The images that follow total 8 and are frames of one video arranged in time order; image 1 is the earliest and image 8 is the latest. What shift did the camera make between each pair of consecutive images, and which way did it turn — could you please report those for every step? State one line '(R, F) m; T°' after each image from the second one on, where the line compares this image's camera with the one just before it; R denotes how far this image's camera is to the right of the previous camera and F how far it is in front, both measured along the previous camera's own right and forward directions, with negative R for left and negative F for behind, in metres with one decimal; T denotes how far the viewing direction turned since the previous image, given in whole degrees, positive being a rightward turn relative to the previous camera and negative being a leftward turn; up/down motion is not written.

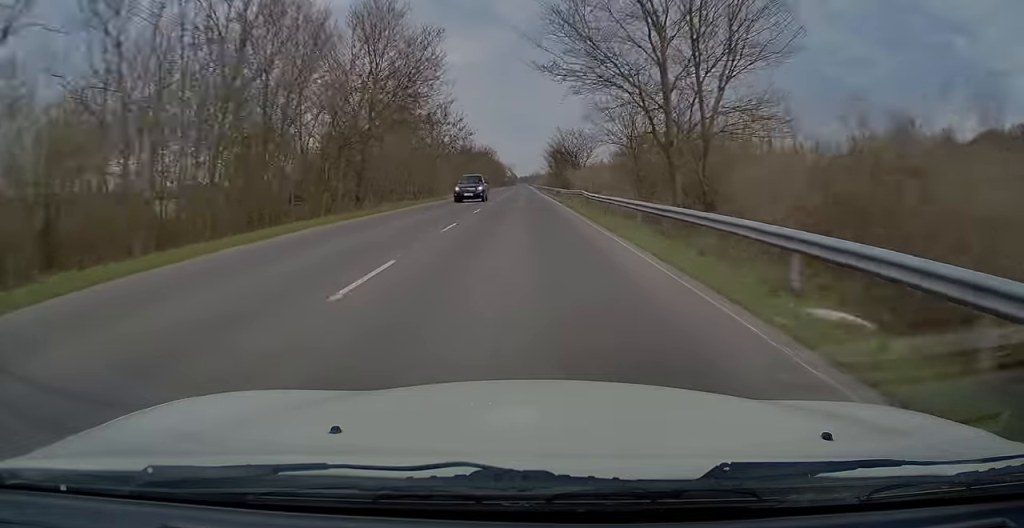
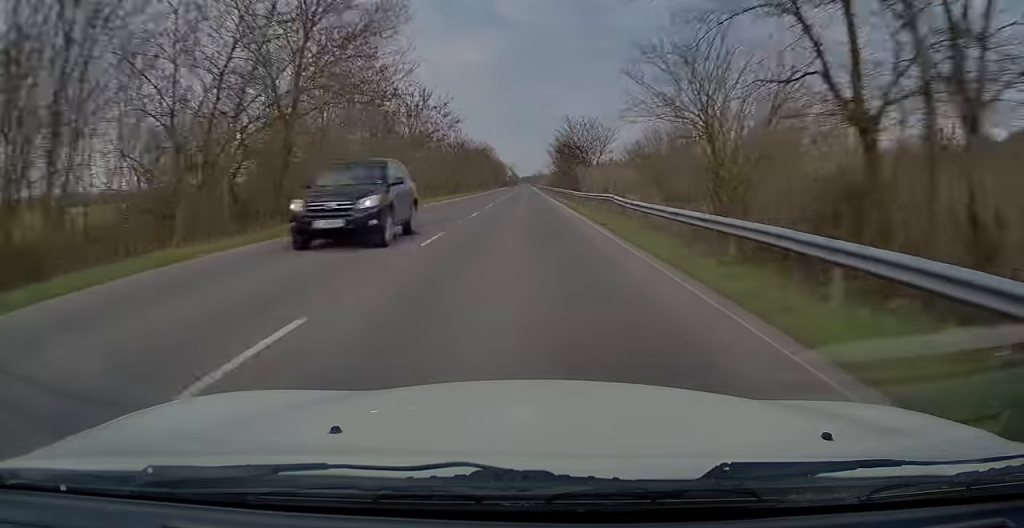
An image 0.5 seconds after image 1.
(0.0, +12.5) m; 0°
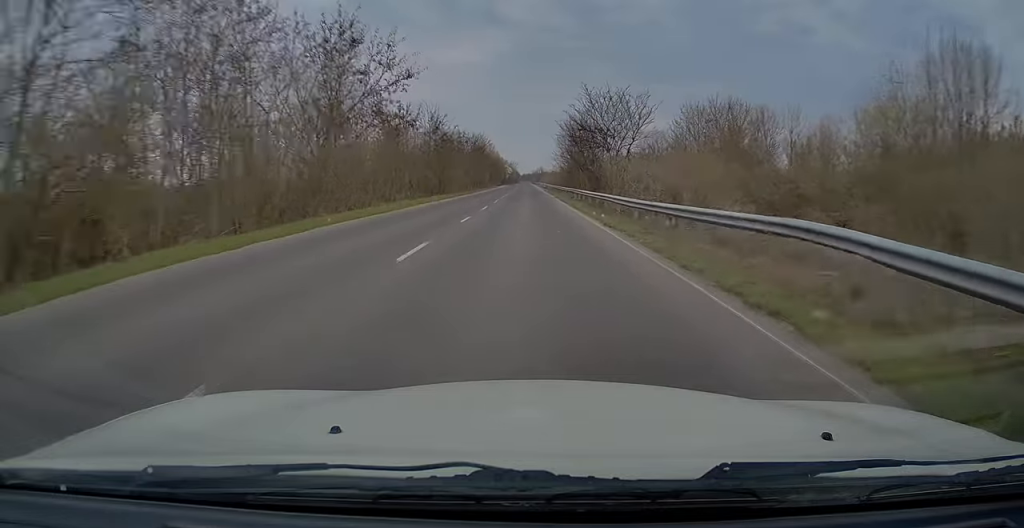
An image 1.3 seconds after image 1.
(0.0, +20.1) m; 0°
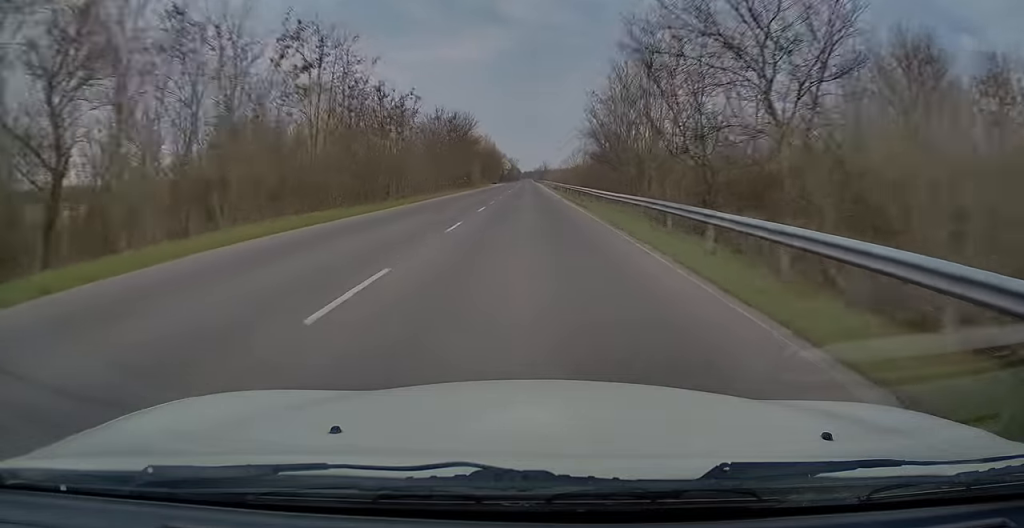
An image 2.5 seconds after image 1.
(0.0, +31.2) m; 0°
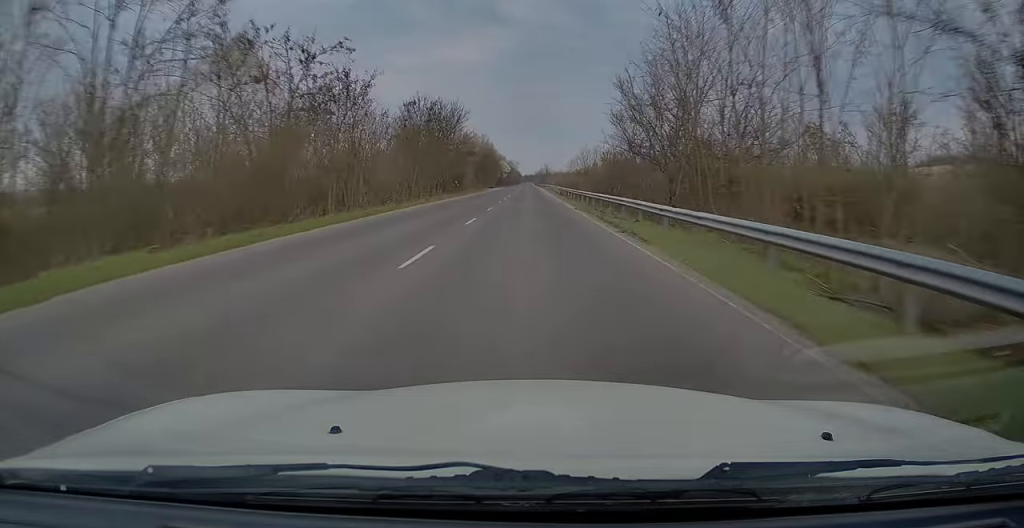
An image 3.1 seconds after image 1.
(0.0, +14.4) m; 0°
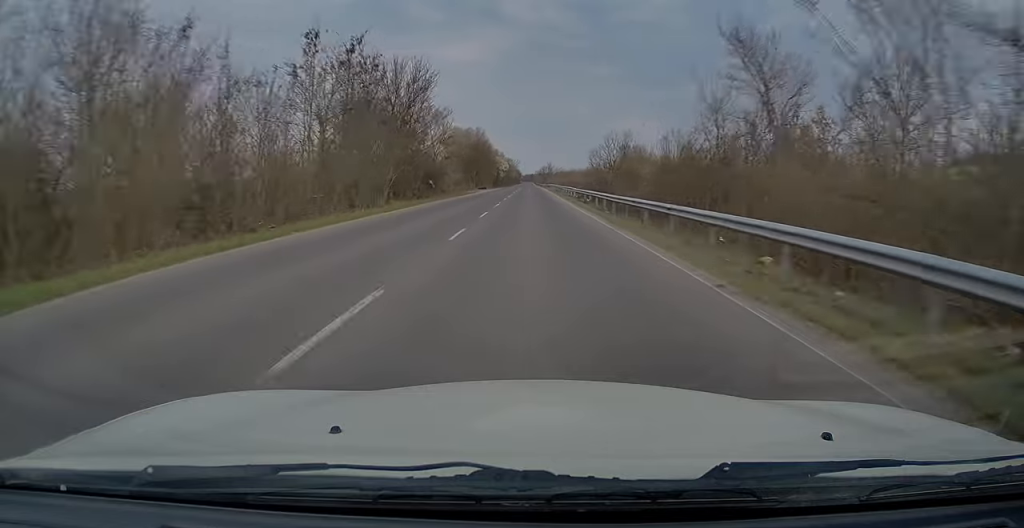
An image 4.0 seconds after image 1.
(+0.1, +23.1) m; 0°
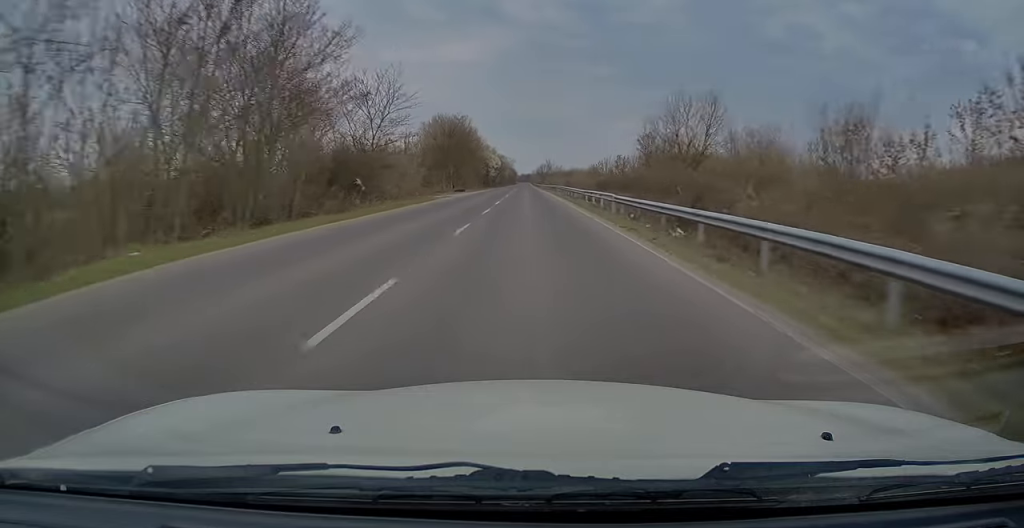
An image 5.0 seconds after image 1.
(+0.1, +25.9) m; 0°
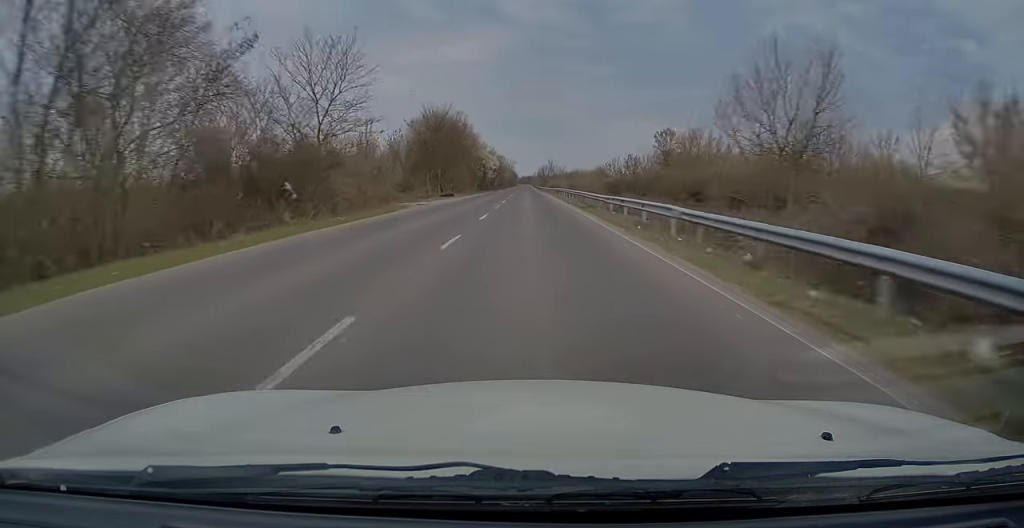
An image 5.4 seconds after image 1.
(0.0, +11.3) m; 0°
